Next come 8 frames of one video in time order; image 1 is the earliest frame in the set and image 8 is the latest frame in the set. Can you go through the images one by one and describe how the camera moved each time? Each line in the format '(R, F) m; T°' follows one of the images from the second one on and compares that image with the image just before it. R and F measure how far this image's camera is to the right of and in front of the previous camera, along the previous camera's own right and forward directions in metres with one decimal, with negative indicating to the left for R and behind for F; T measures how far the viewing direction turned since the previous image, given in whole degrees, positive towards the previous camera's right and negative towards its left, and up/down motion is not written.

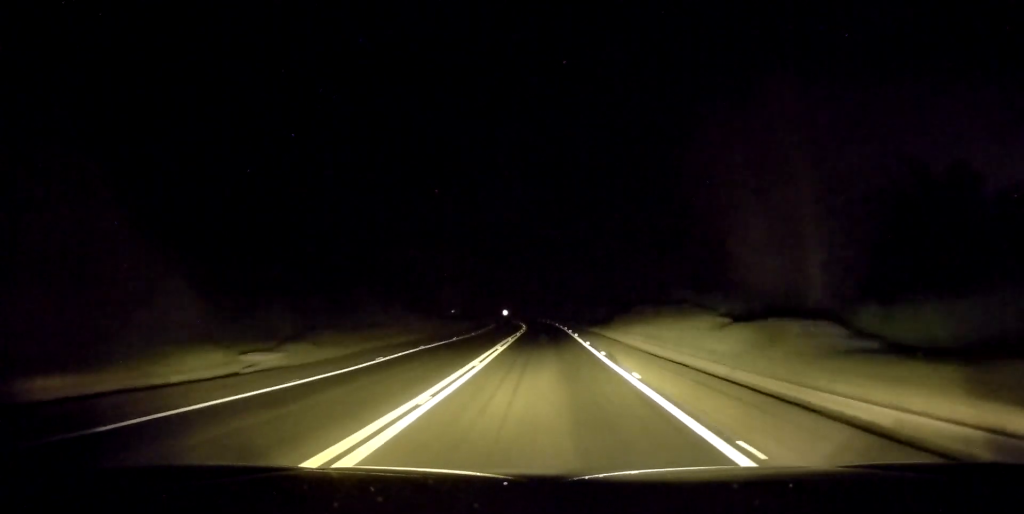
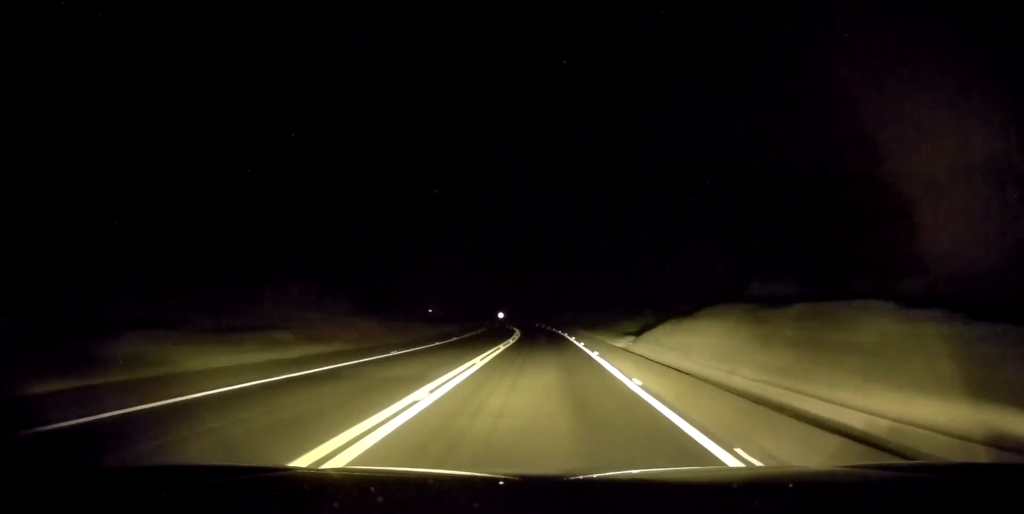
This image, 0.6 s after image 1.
(0.0, +15.5) m; 0°
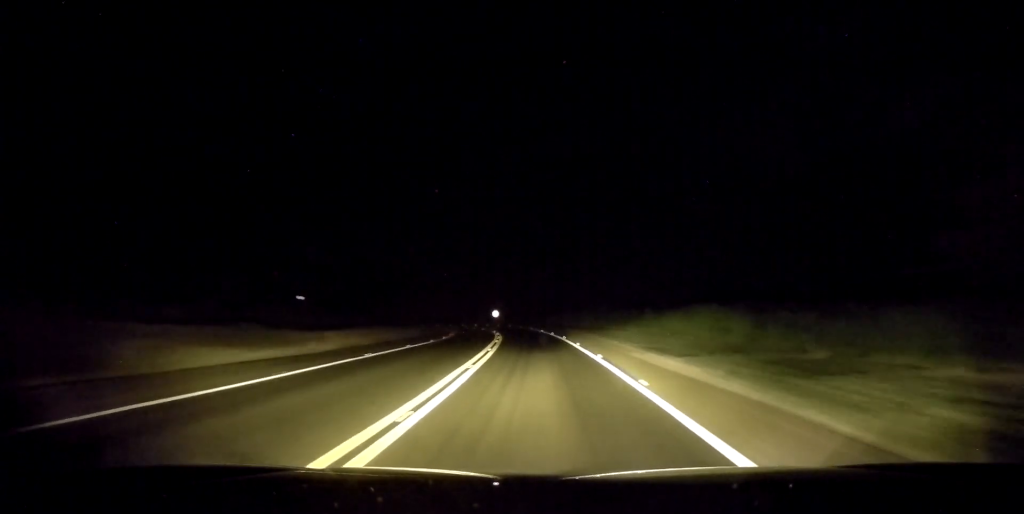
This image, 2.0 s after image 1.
(-0.5, +35.9) m; -1°
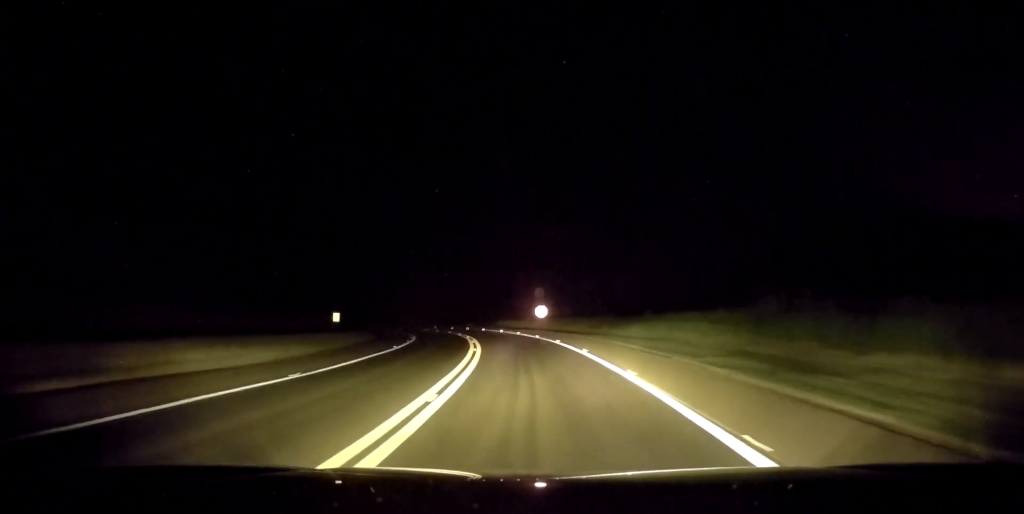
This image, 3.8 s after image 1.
(-0.7, +46.2) m; -4°
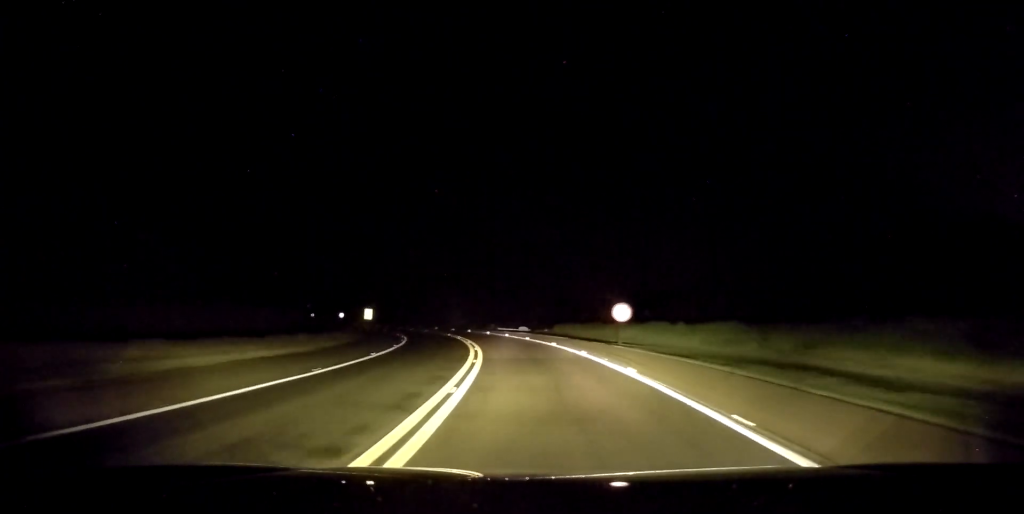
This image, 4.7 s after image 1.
(-0.7, +22.1) m; -5°
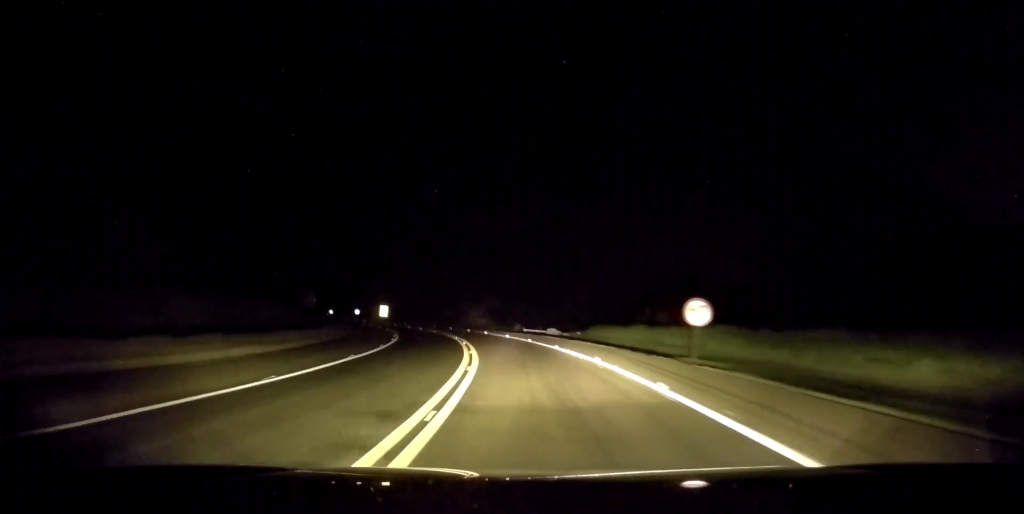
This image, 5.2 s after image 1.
(+0.4, +11.1) m; -3°
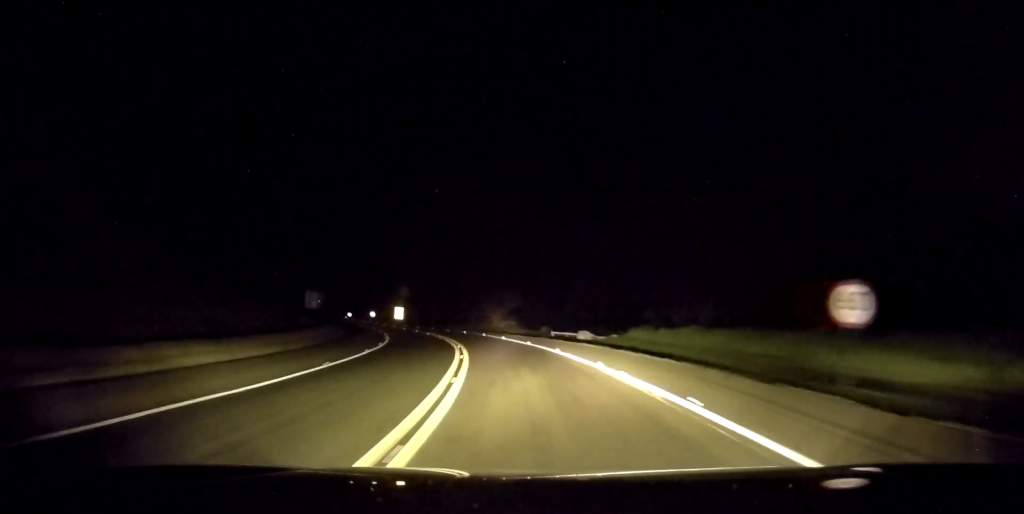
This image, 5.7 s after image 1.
(-0.9, +10.5) m; -4°
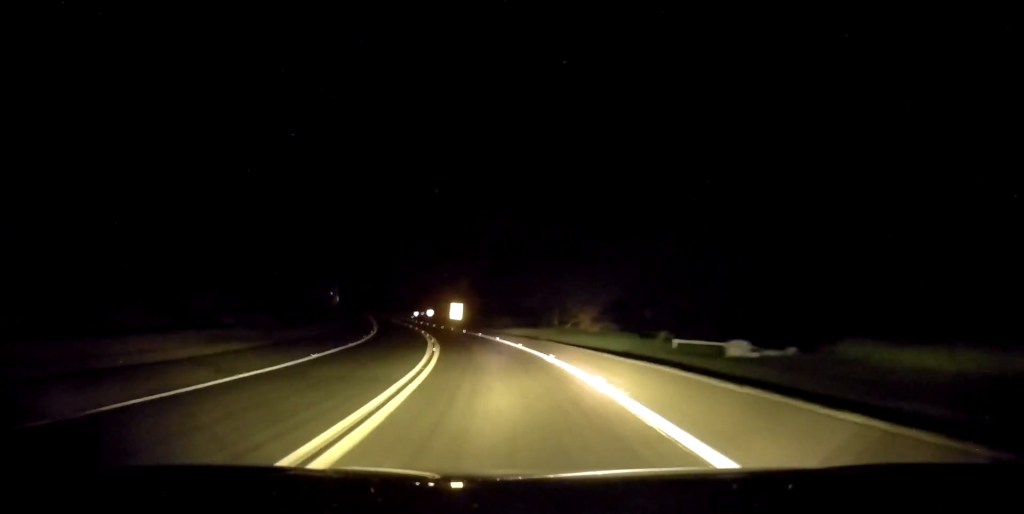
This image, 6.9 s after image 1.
(-2.3, +28.8) m; -9°
